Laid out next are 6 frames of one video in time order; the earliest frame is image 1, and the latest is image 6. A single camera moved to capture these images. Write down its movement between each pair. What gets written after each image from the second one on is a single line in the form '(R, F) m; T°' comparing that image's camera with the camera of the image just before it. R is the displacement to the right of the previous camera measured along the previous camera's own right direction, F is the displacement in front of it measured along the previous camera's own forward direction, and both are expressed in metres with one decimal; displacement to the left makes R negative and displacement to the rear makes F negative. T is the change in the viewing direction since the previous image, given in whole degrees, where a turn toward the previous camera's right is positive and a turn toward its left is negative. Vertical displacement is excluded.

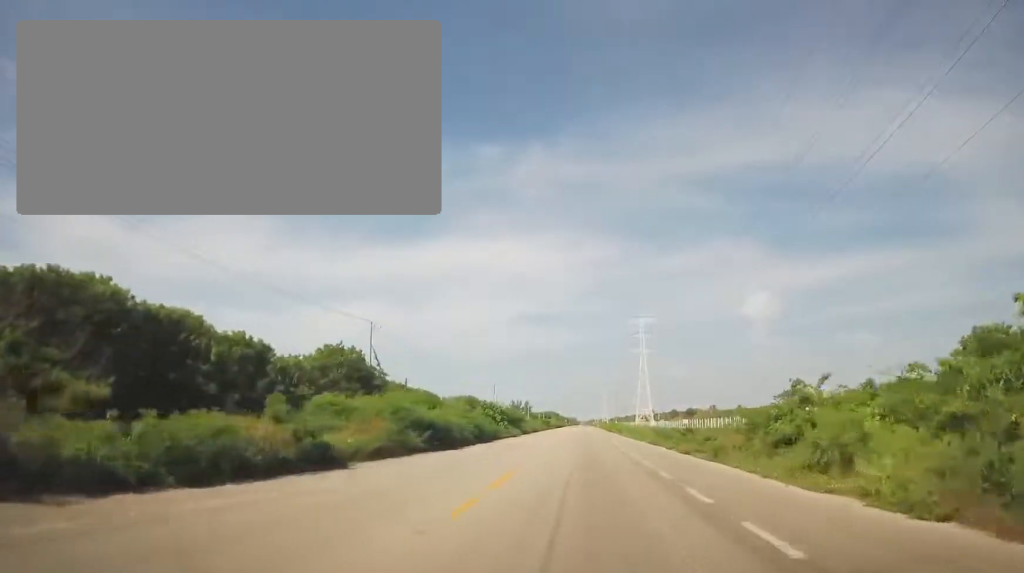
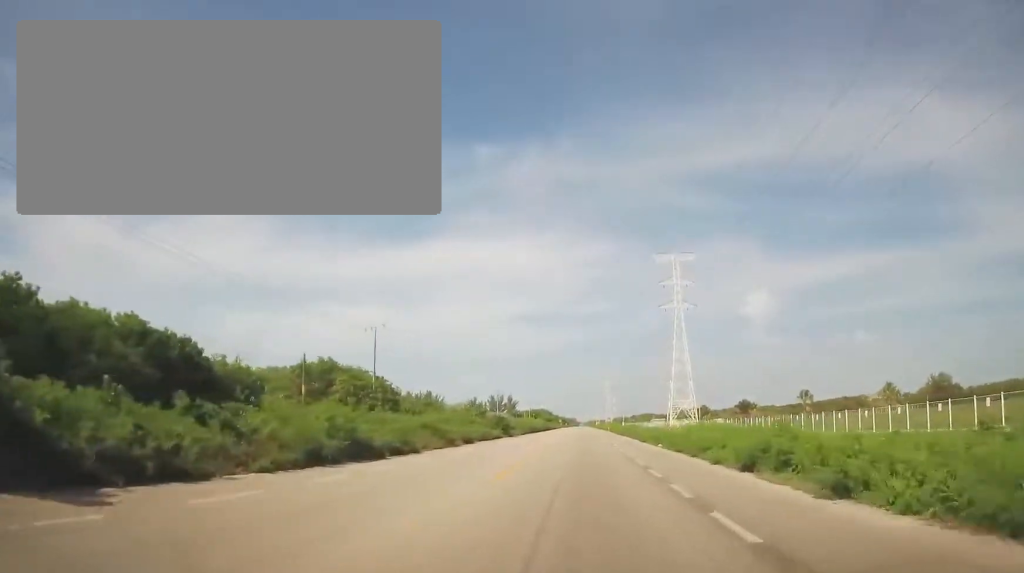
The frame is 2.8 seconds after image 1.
(-0.9, +78.6) m; -1°
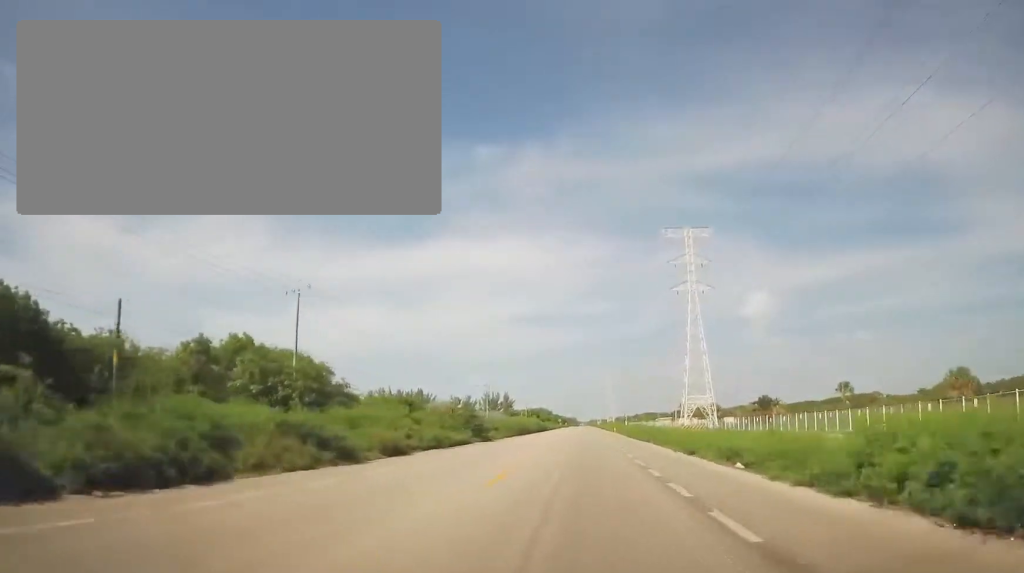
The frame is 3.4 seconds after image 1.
(0.0, +16.8) m; +1°
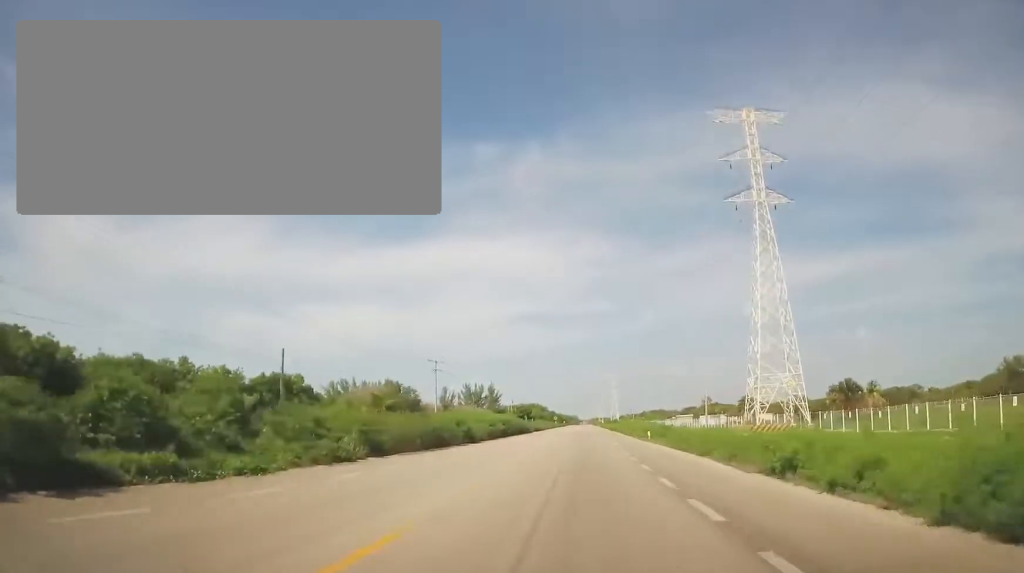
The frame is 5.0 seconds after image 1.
(+0.2, +44.5) m; -1°
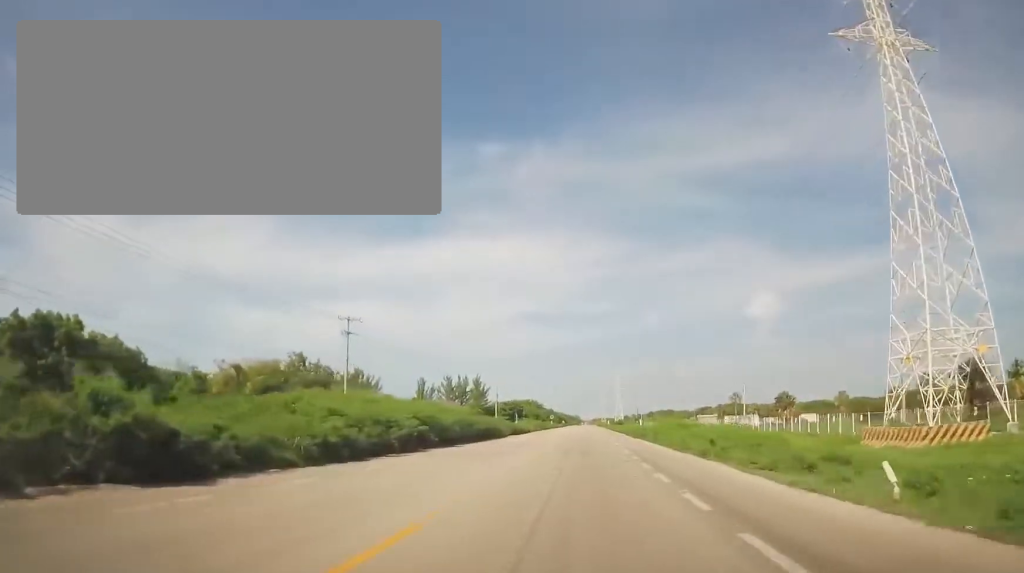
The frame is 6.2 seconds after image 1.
(-0.1, +32.2) m; 0°
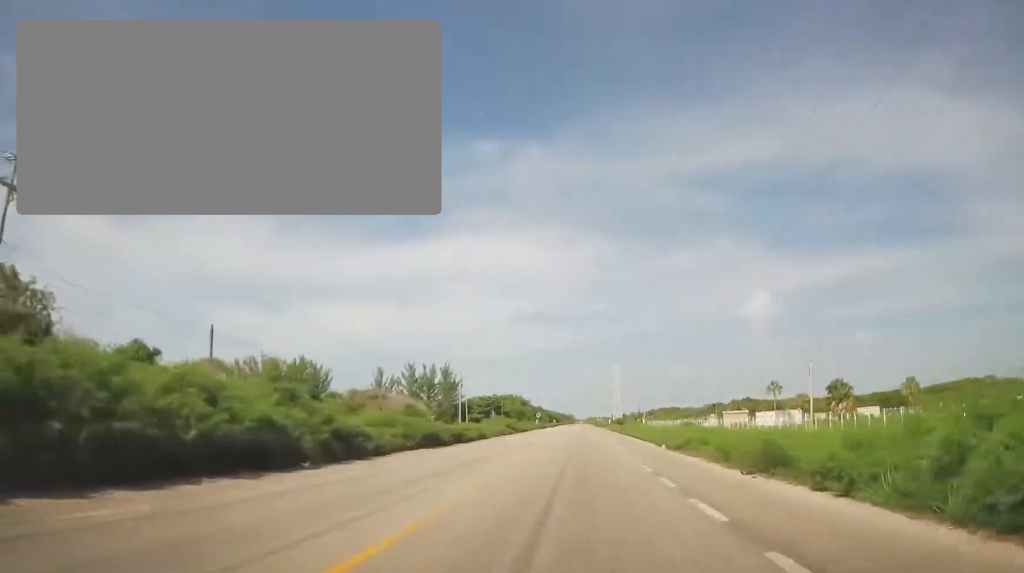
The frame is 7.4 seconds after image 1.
(+0.4, +34.5) m; +1°
